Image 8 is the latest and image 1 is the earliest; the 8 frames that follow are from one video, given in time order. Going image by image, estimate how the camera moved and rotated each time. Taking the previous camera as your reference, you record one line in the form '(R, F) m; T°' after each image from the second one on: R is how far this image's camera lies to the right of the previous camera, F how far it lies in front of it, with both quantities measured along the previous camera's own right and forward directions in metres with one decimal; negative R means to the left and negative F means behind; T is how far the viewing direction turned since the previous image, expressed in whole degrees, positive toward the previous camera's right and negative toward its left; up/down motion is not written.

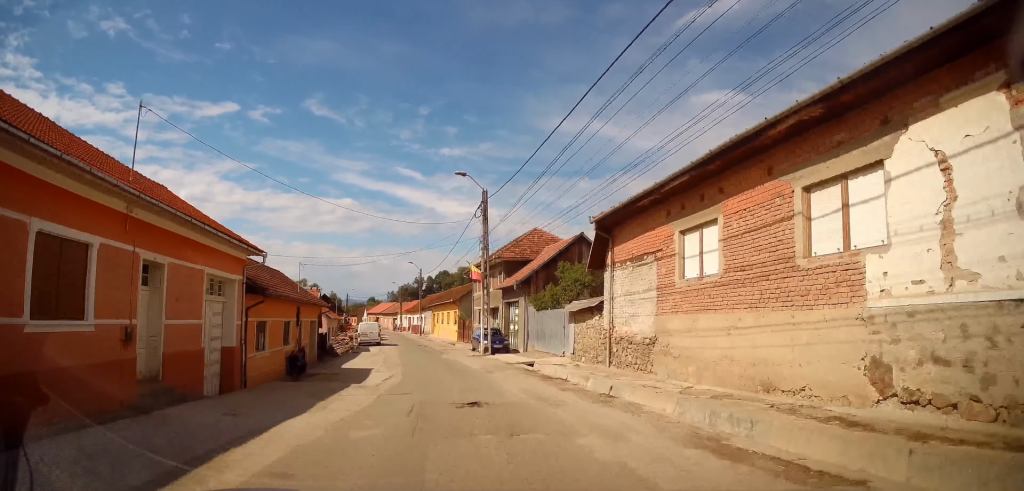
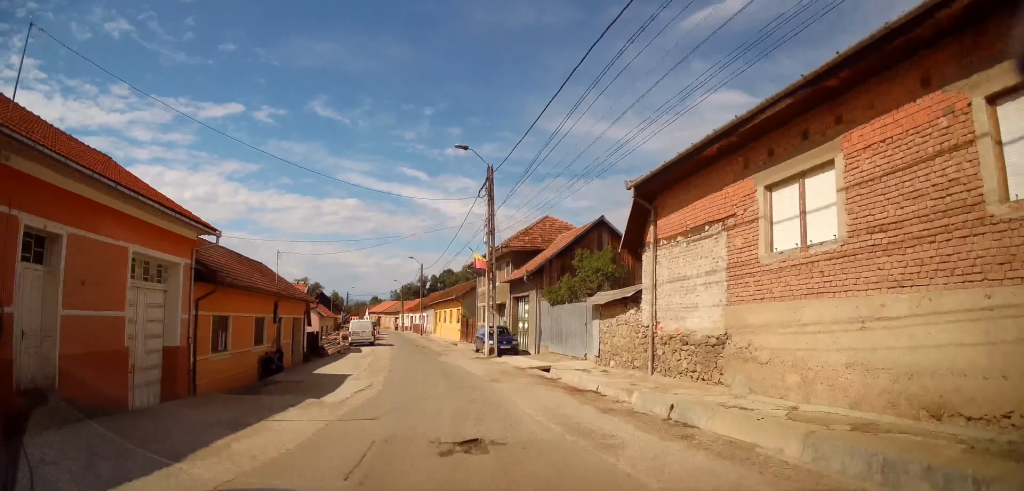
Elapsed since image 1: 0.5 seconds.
(-0.1, +3.9) m; 0°
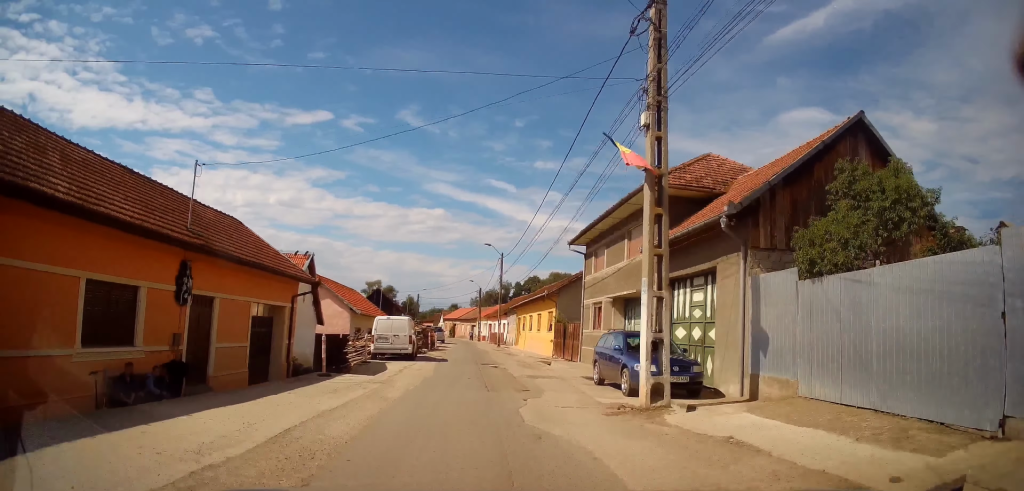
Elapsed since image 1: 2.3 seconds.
(-0.4, +14.0) m; -10°
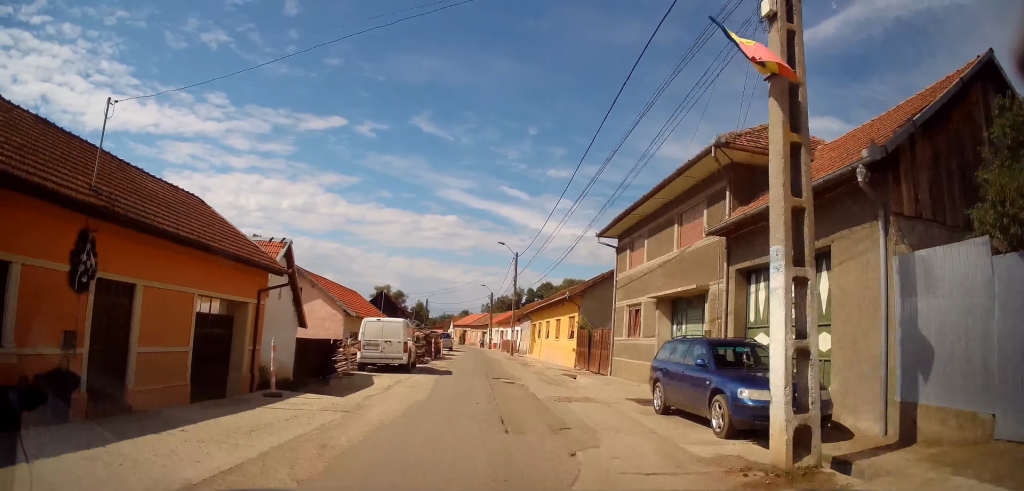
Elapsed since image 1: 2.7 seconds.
(-0.2, +4.0) m; -1°
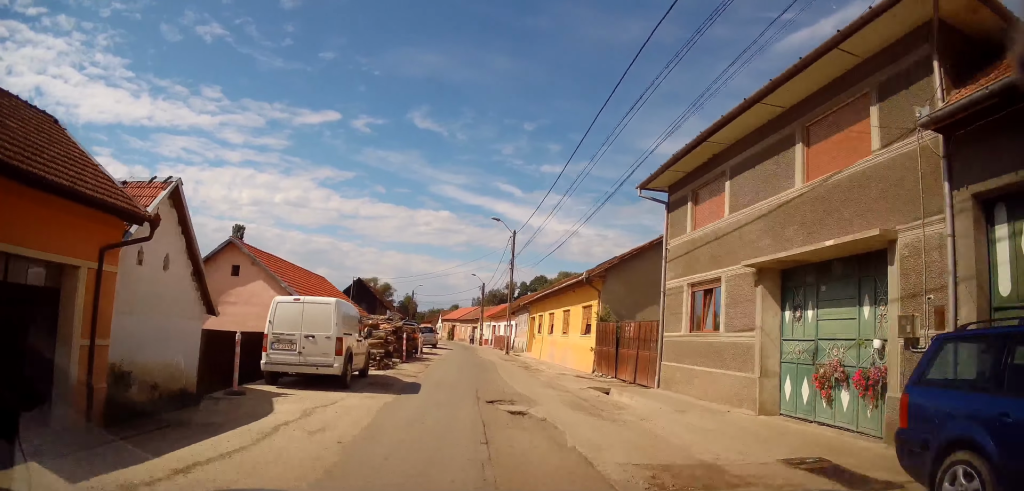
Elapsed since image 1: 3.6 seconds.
(-0.3, +7.1) m; +1°
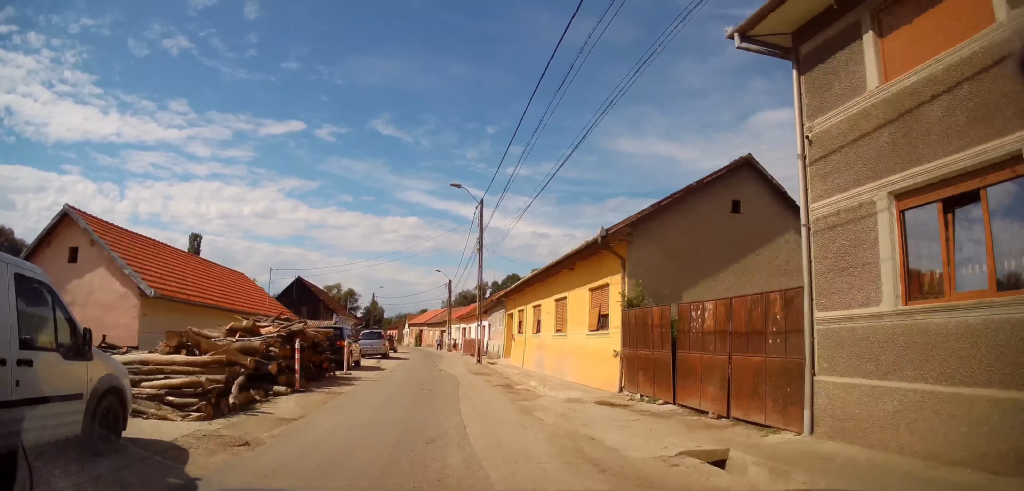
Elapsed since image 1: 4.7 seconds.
(+0.8, +9.6) m; +5°
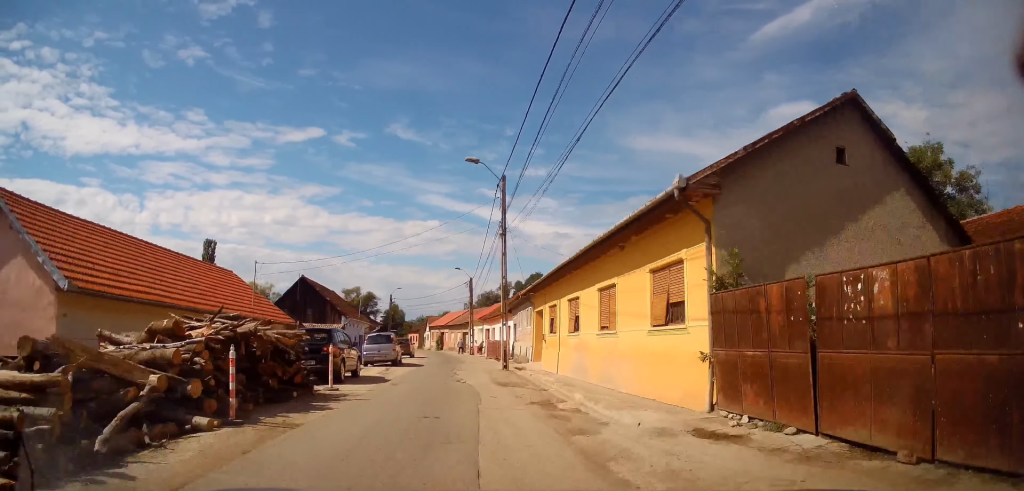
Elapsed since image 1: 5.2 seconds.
(+0.3, +4.5) m; -1°
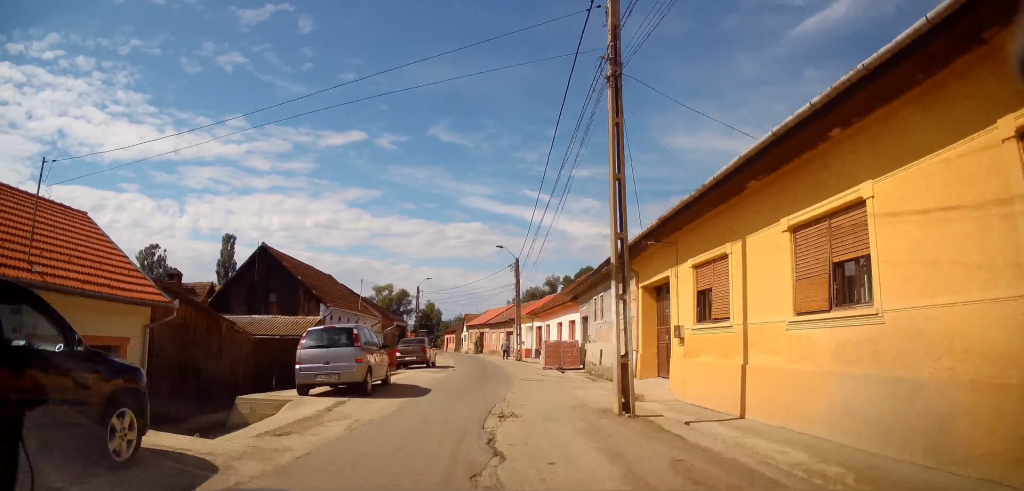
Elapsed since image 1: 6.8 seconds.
(-1.3, +13.7) m; -8°
